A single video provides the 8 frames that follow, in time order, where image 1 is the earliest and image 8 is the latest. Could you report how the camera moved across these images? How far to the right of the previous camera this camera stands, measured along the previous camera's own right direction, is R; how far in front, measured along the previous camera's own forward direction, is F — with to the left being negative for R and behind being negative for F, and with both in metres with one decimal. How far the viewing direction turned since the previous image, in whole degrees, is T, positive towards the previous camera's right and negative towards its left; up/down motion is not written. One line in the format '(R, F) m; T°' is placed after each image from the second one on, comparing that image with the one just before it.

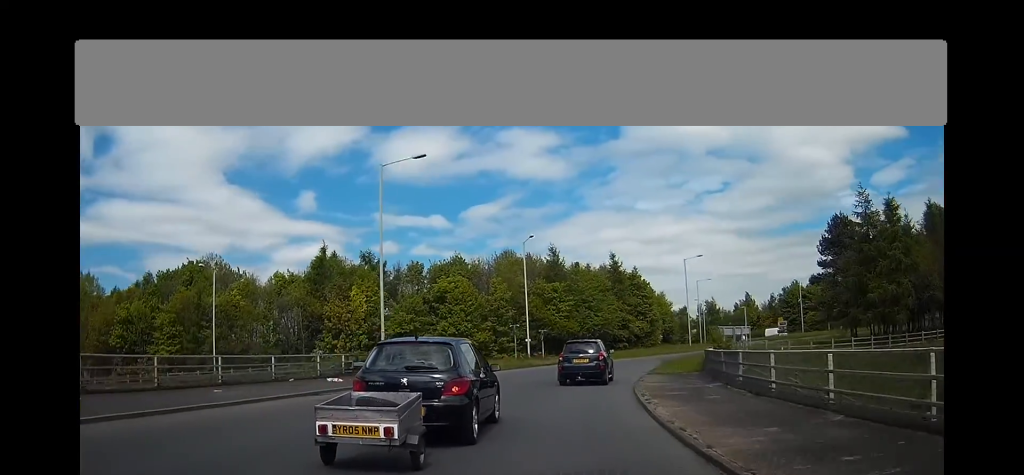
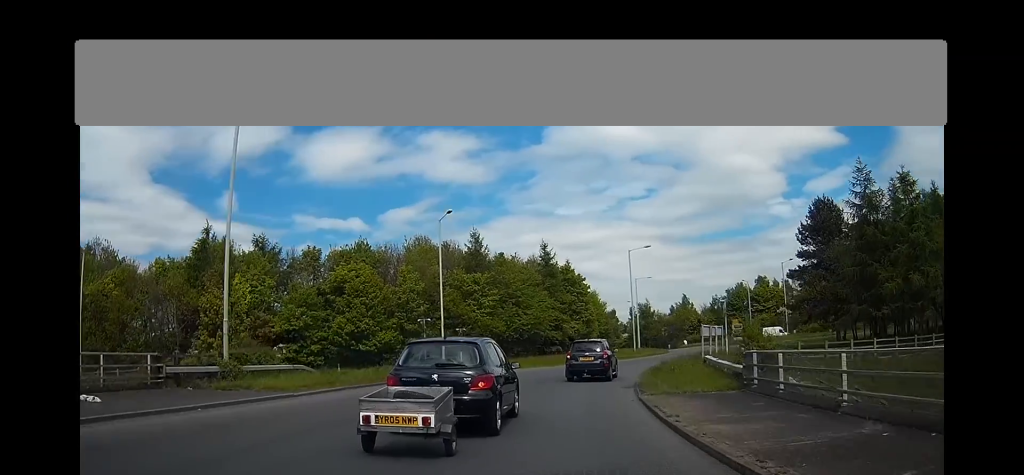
(+1.2, +12.3) m; +9°
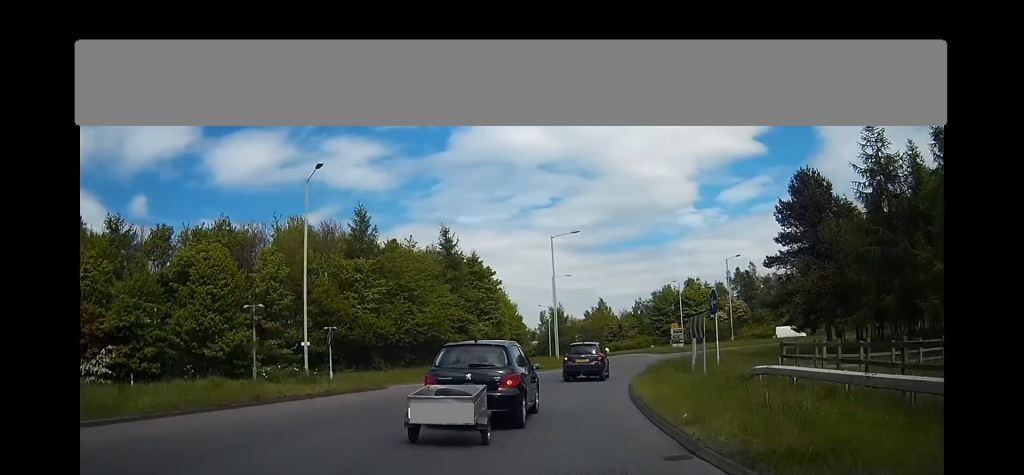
(+1.2, +14.2) m; +9°
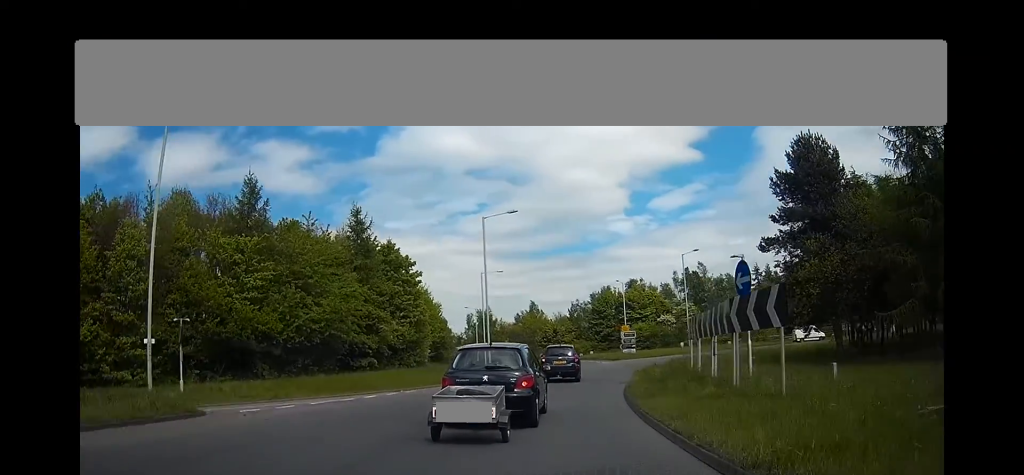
(+0.7, +10.8) m; +6°
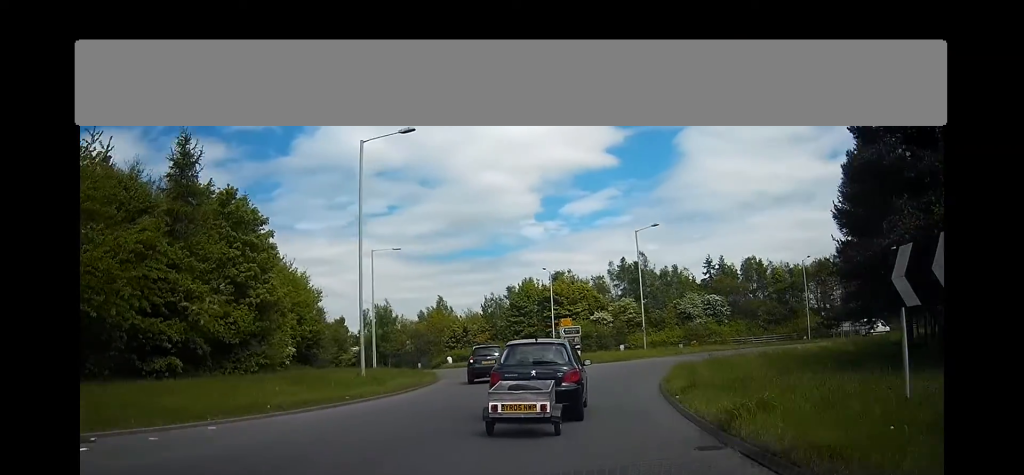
(+1.3, +18.5) m; +9°
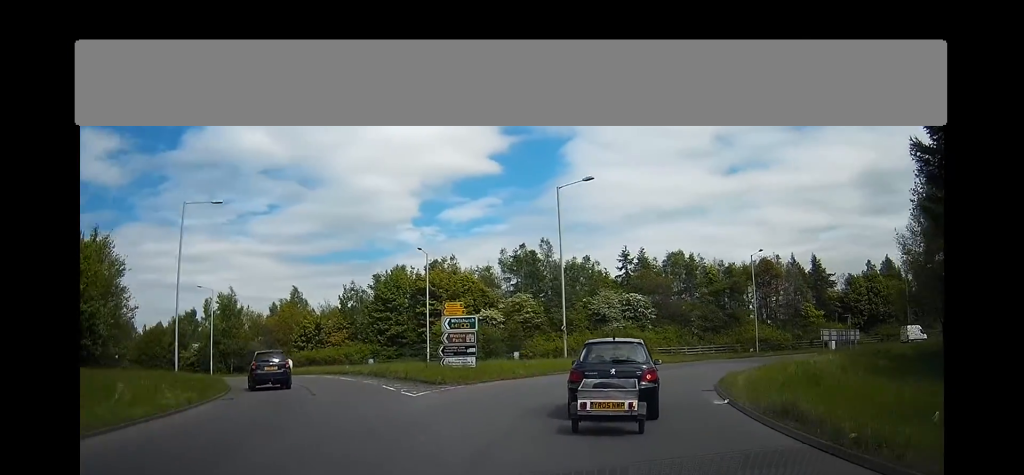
(+1.7, +19.4) m; +14°
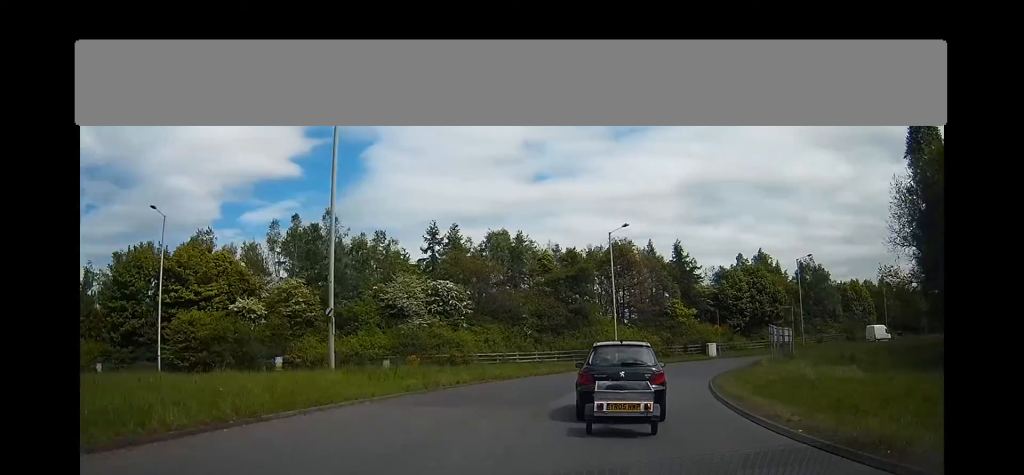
(+2.9, +19.6) m; +19°
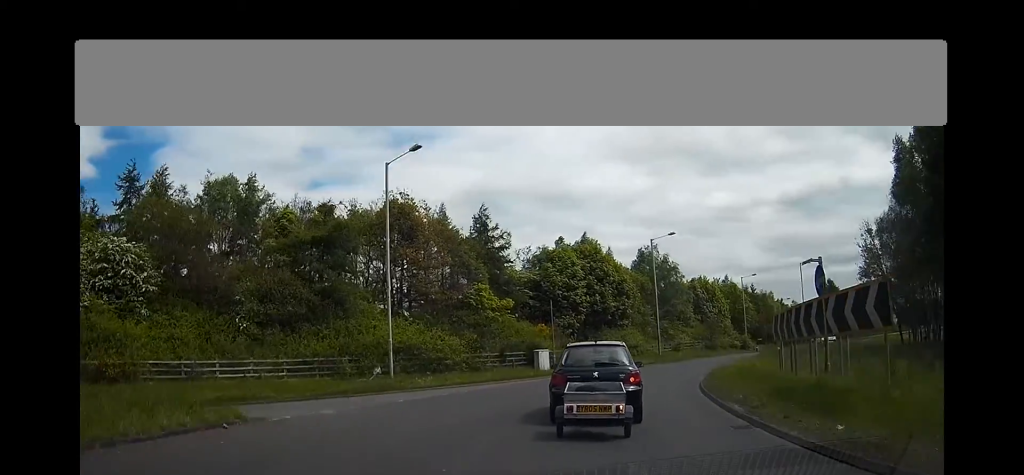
(+4.3, +23.2) m; +19°
